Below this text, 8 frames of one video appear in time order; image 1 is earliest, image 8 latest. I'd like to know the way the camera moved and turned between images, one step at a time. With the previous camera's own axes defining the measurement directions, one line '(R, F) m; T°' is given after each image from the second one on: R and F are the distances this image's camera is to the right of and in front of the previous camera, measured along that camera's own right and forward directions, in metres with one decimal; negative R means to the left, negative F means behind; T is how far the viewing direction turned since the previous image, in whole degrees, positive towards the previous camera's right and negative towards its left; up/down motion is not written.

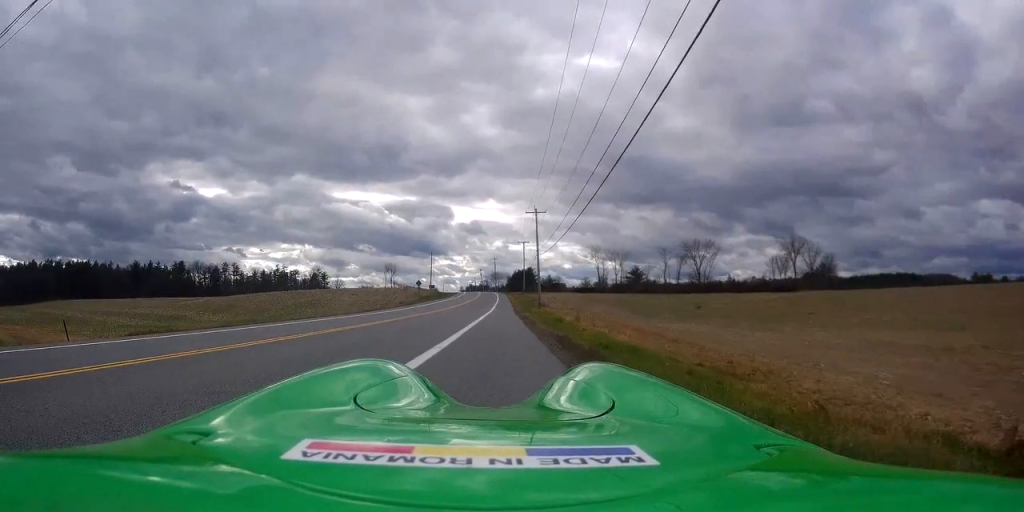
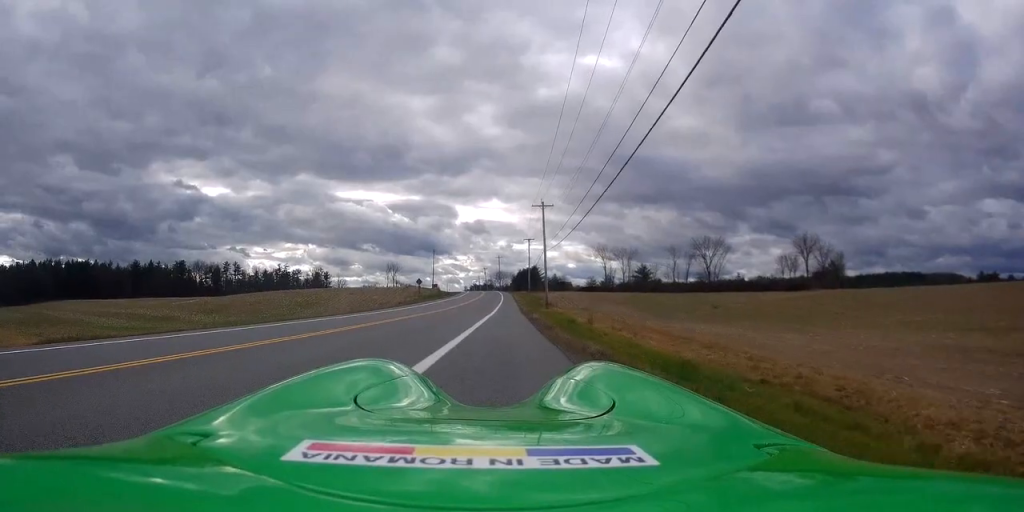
(+0.1, +4.1) m; 0°
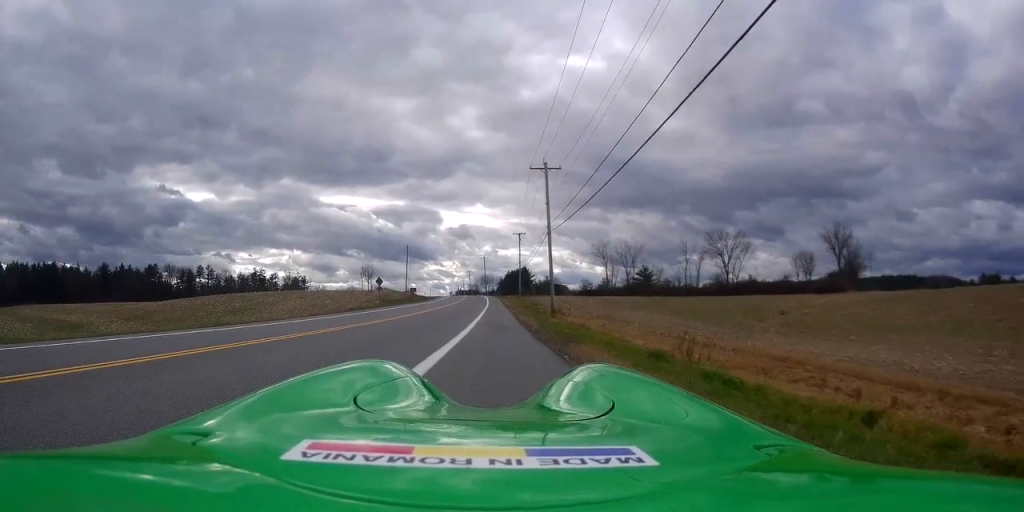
(-0.8, +20.5) m; +3°
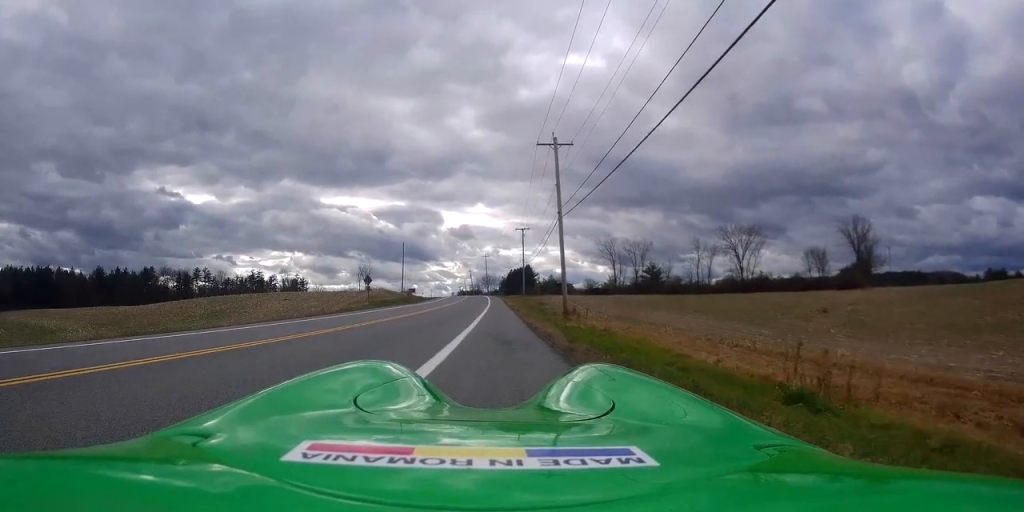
(+0.1, +7.0) m; -5°
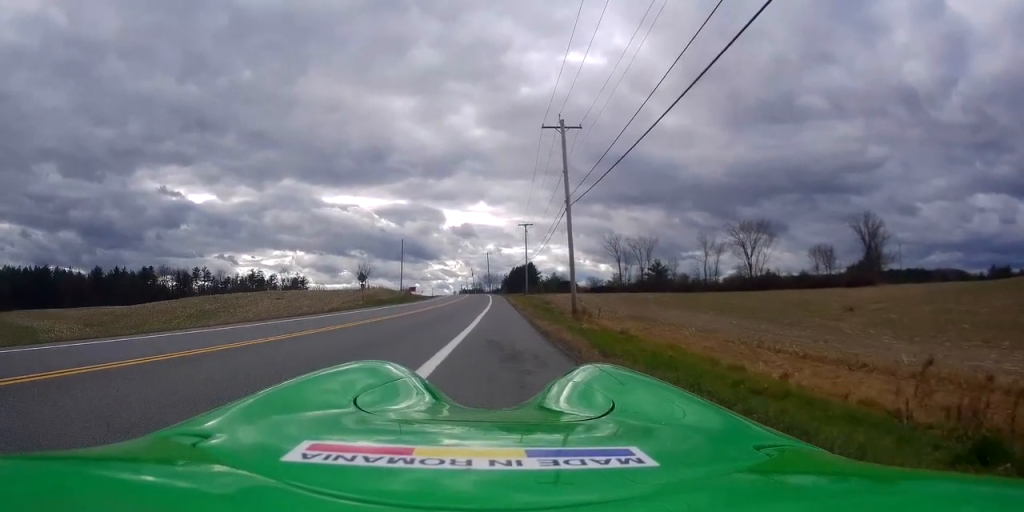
(-0.5, +3.4) m; 0°
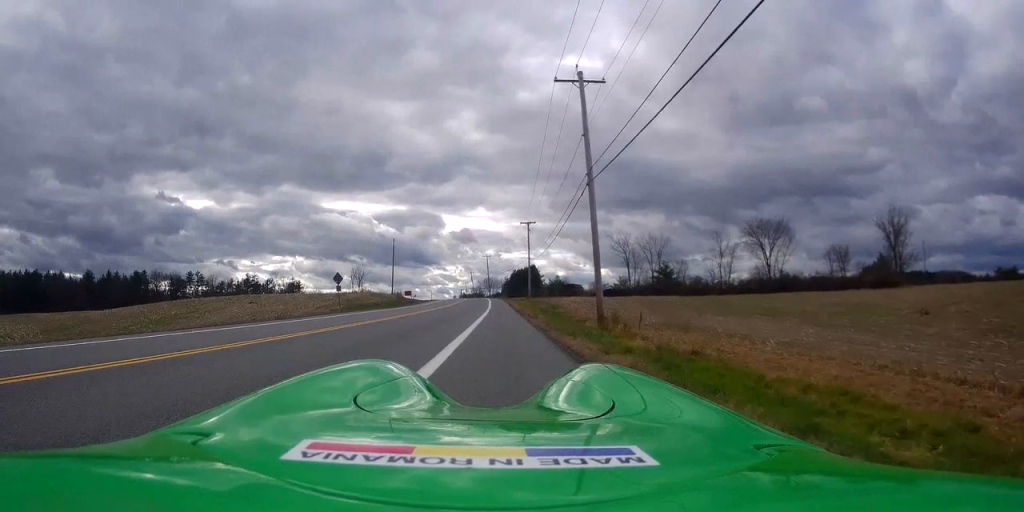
(+0.4, +8.4) m; +5°
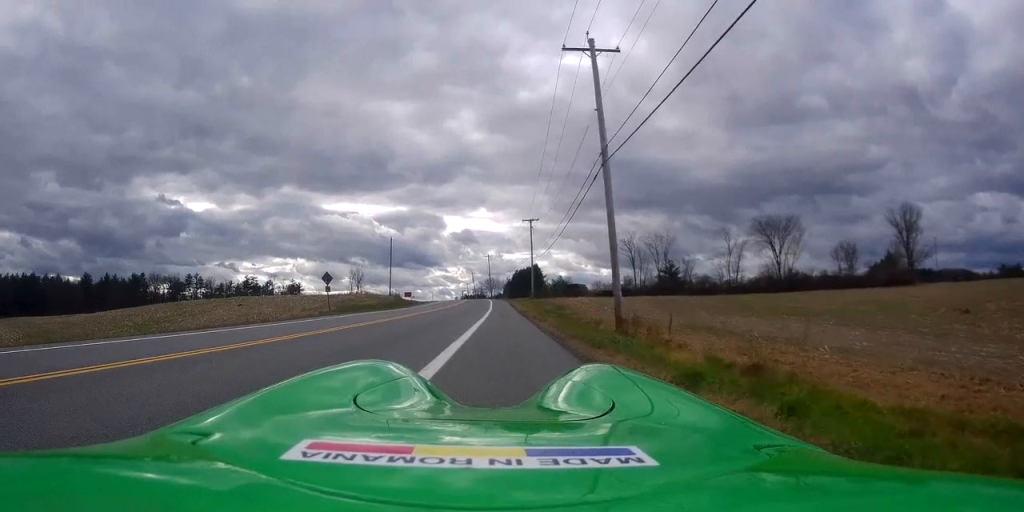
(0.0, +3.6) m; -1°
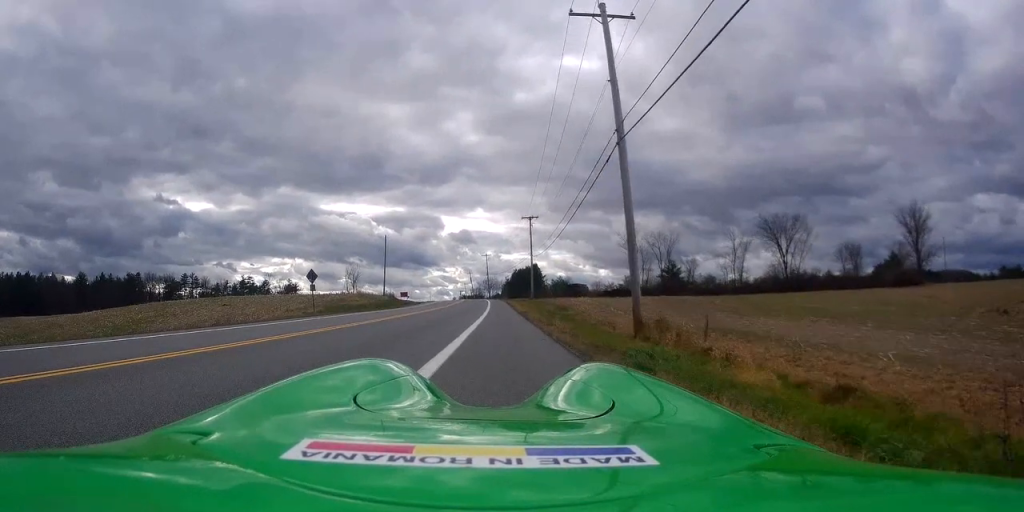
(0.0, +3.3) m; -2°
